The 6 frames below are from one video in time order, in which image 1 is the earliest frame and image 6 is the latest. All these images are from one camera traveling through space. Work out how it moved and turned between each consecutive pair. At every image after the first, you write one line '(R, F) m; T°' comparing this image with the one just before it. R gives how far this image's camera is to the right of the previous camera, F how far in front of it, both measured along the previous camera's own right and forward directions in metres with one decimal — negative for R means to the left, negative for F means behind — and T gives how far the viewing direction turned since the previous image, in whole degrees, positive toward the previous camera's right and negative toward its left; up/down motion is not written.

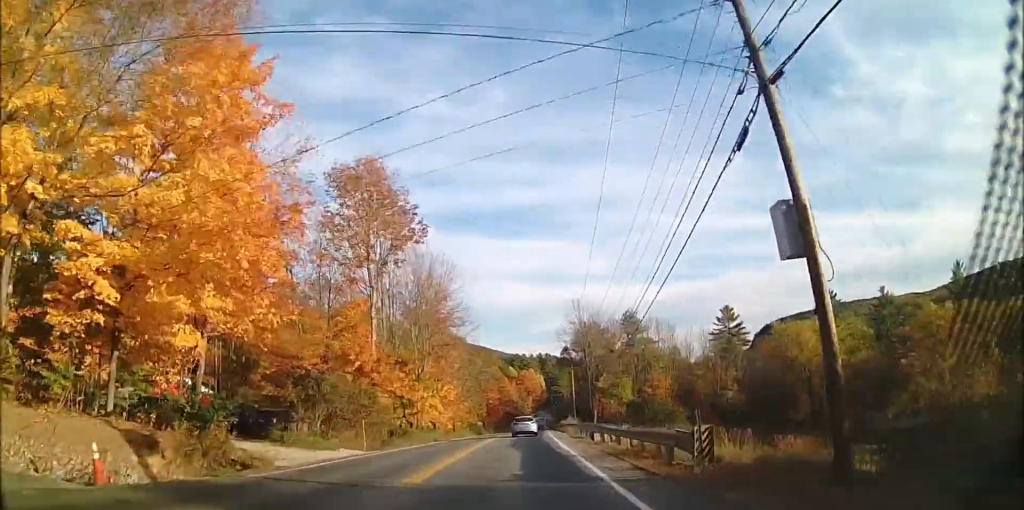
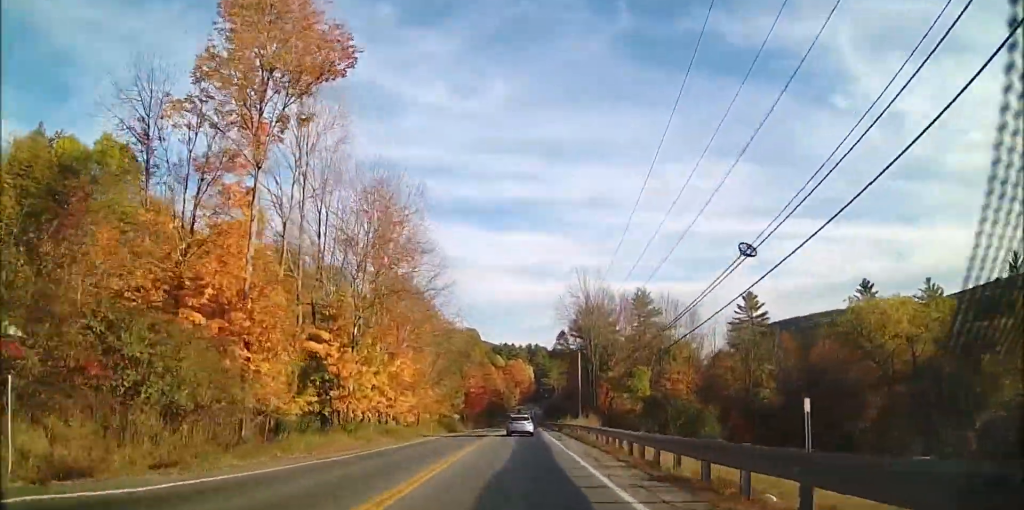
(-0.1, +20.0) m; +1°
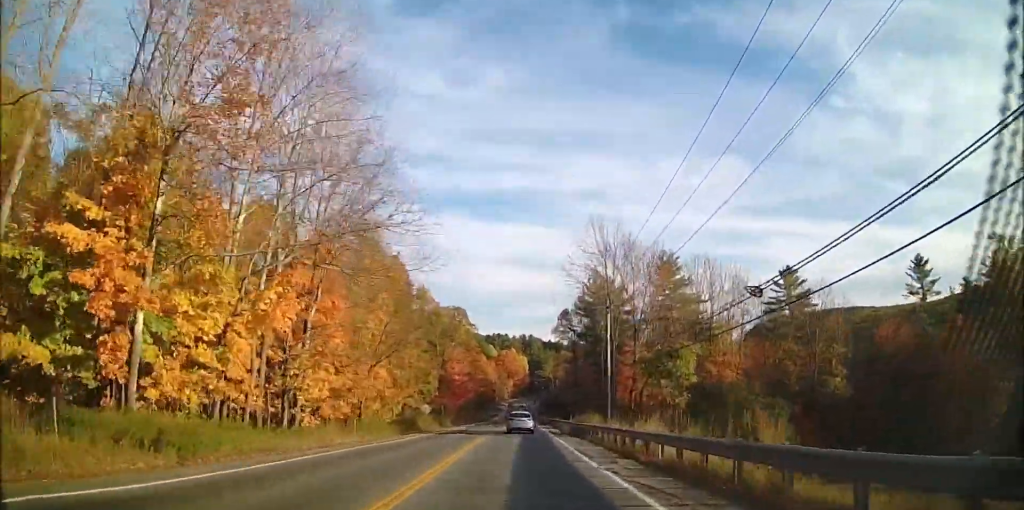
(+0.5, +21.8) m; +2°
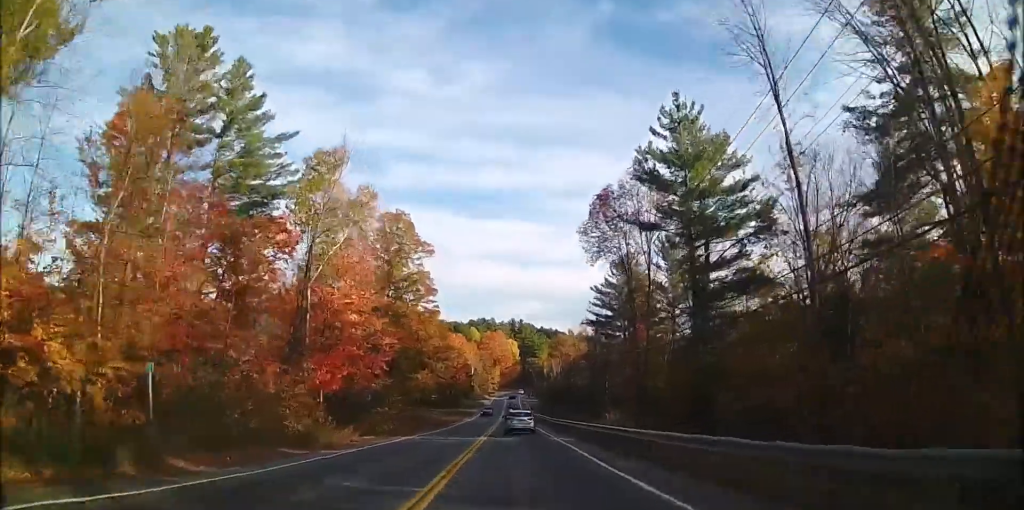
(+1.1, +60.3) m; +1°
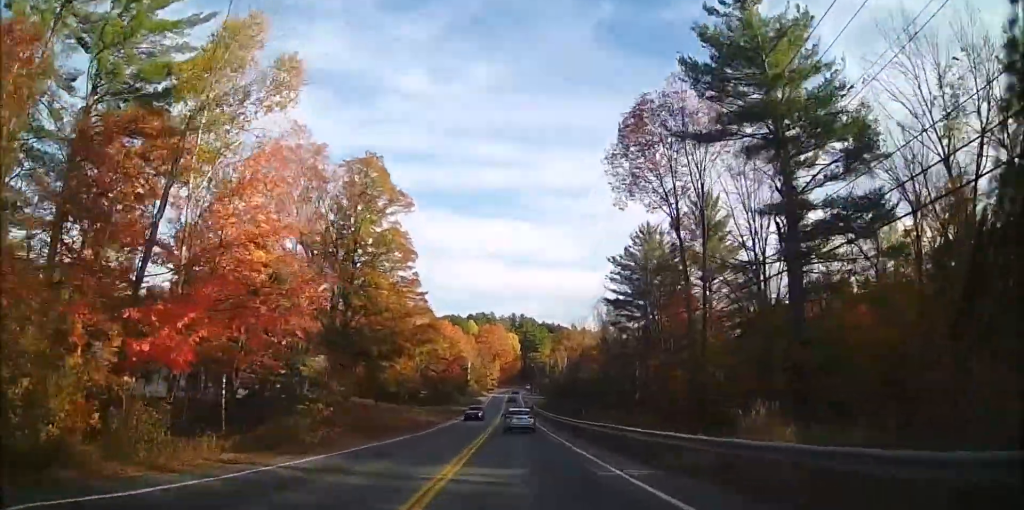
(+0.3, +16.1) m; 0°
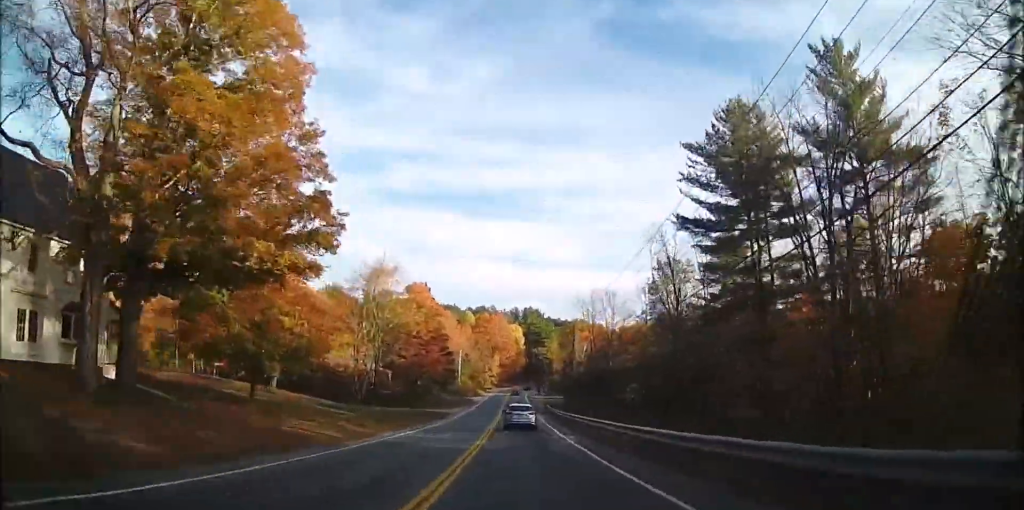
(-0.2, +33.2) m; -1°
